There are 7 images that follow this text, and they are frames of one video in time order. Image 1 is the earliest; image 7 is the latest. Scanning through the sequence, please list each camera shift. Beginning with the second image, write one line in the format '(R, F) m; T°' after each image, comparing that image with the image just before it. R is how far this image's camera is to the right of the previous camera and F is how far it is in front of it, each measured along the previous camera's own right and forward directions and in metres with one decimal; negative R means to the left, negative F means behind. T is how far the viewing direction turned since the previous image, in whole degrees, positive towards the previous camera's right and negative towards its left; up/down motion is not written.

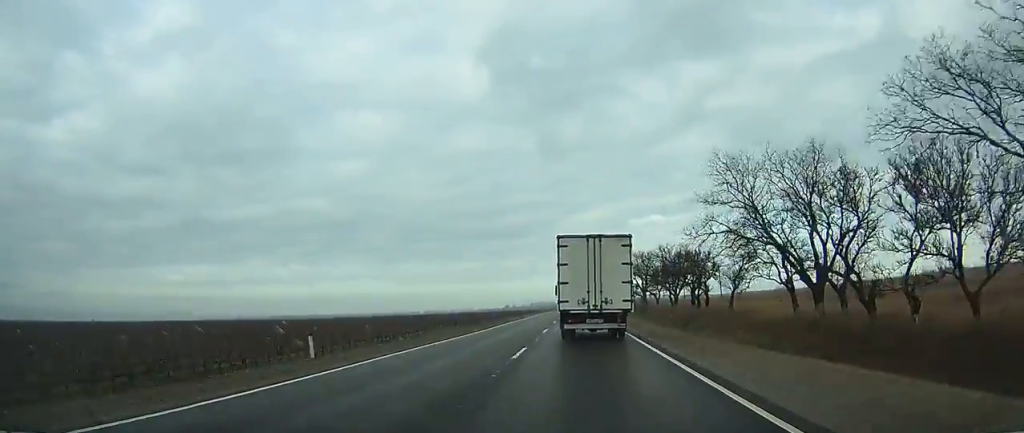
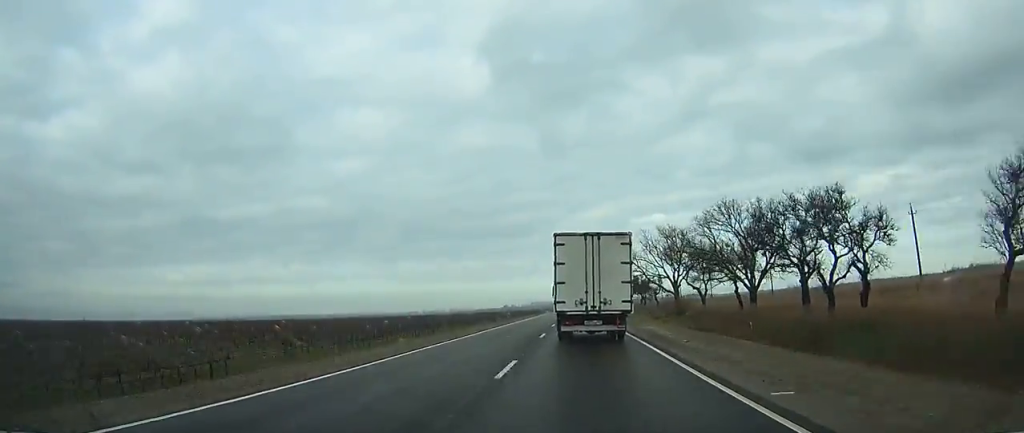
(0.0, +38.6) m; 0°
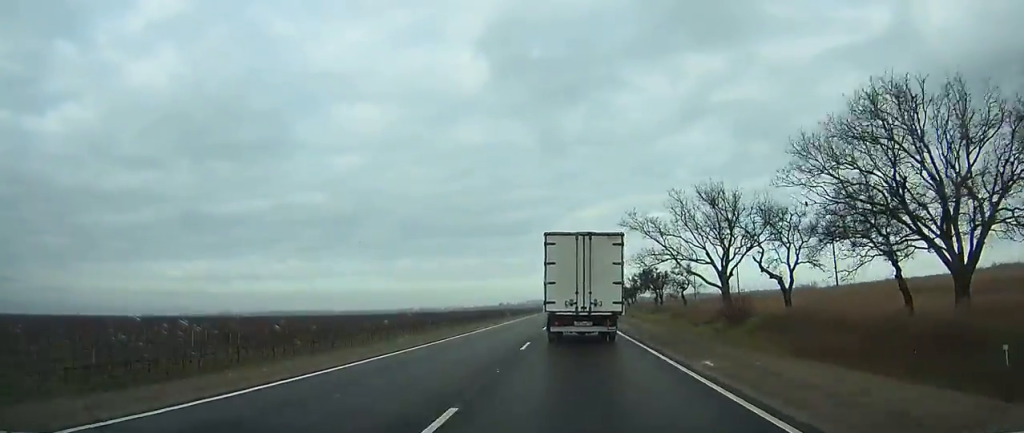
(0.0, +29.6) m; 0°
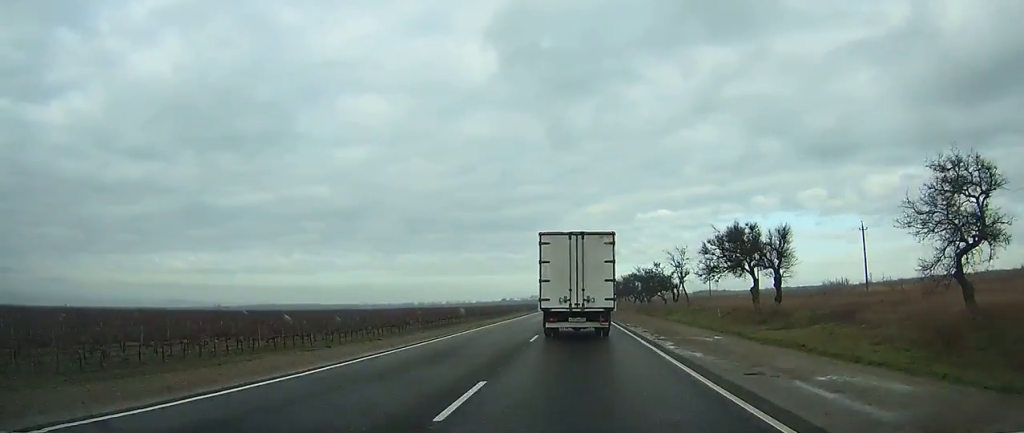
(-0.1, +57.9) m; 0°
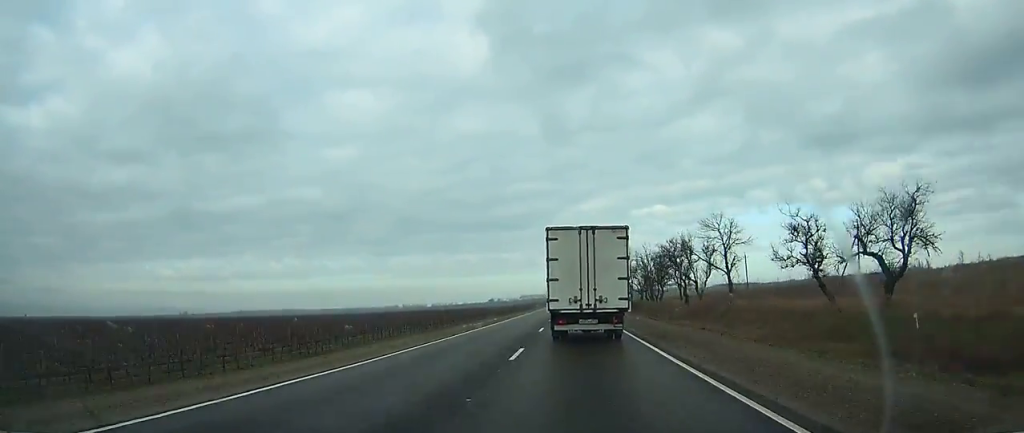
(+0.8, +136.0) m; +1°
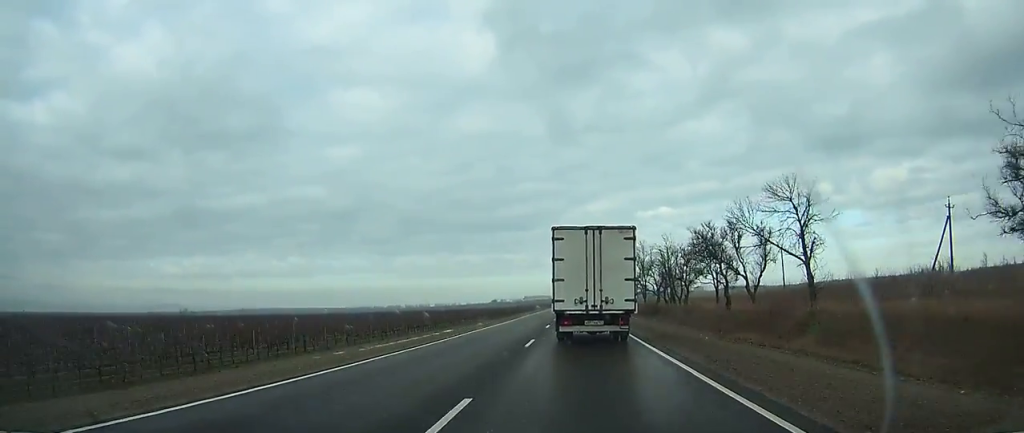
(0.0, +19.7) m; 0°
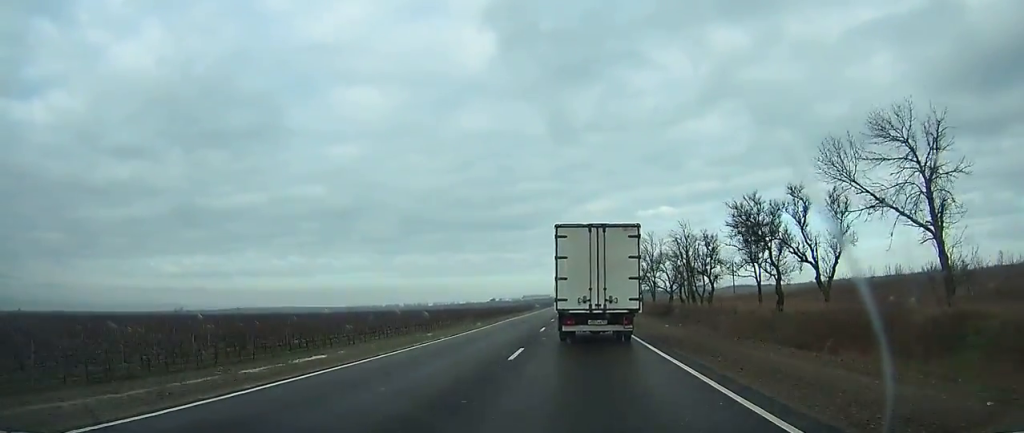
(0.0, +15.7) m; 0°
